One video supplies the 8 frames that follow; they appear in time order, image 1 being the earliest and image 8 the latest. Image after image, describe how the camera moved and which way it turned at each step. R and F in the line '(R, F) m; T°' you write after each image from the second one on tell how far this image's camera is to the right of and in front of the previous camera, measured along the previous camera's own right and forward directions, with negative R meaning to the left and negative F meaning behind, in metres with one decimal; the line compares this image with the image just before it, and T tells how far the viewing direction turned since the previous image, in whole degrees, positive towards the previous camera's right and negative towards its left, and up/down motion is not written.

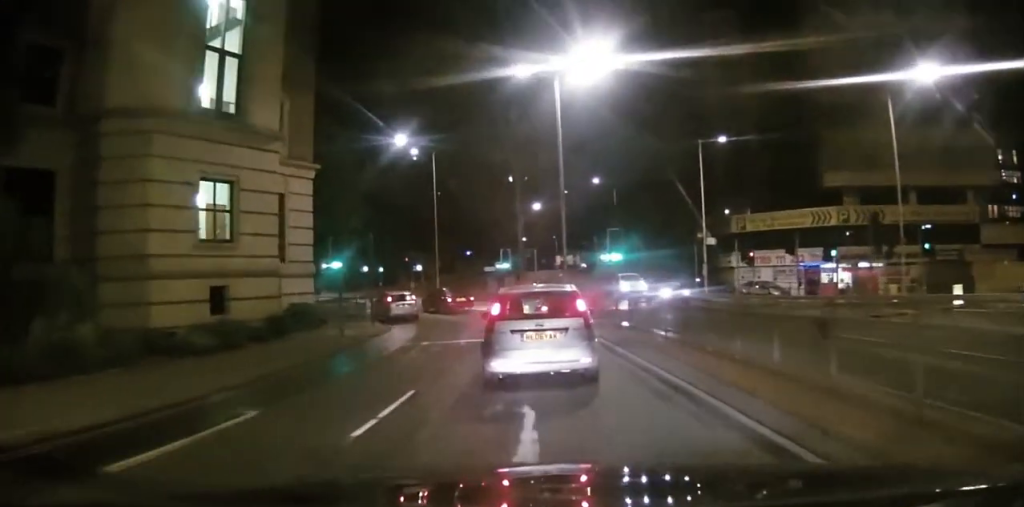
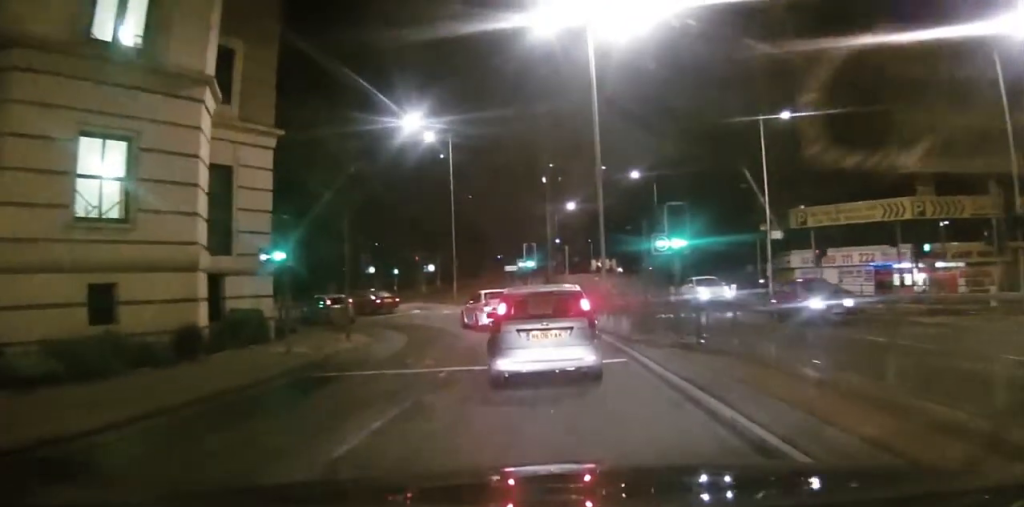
(+0.2, +7.3) m; +5°
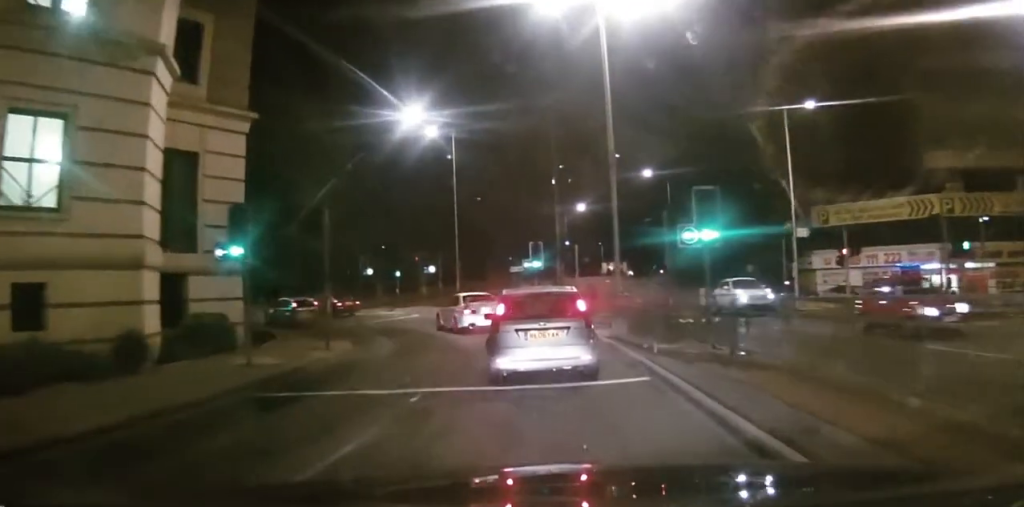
(0.0, +2.6) m; +2°
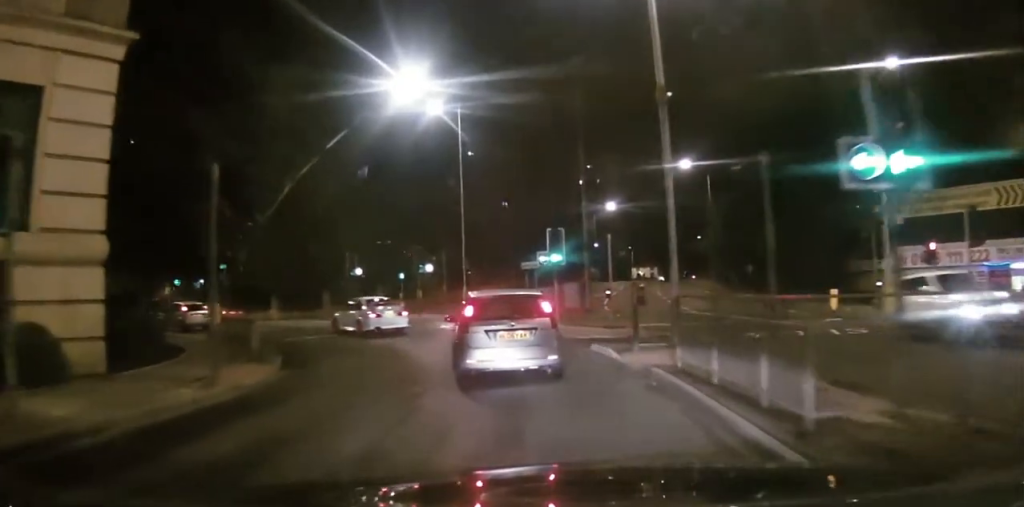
(+0.3, +7.1) m; +8°
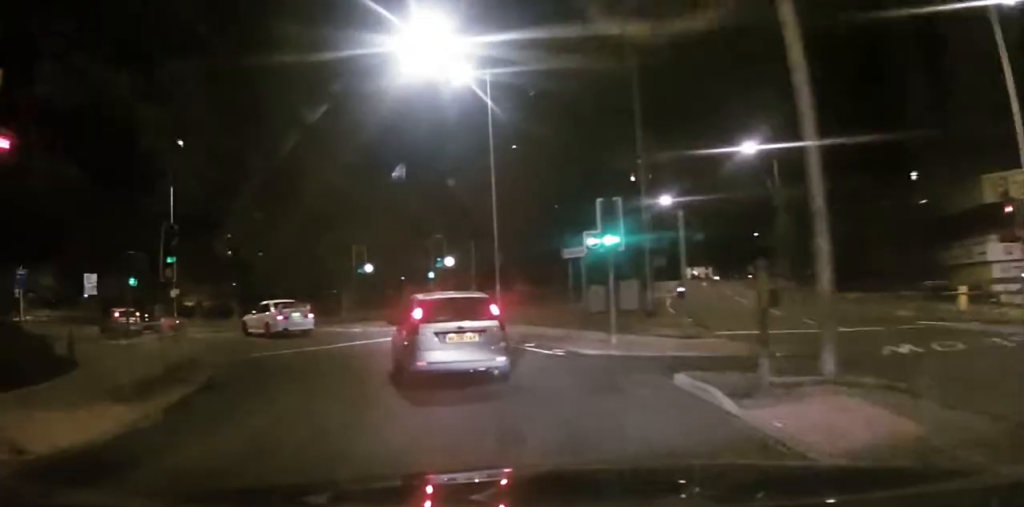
(+0.5, +6.3) m; +8°
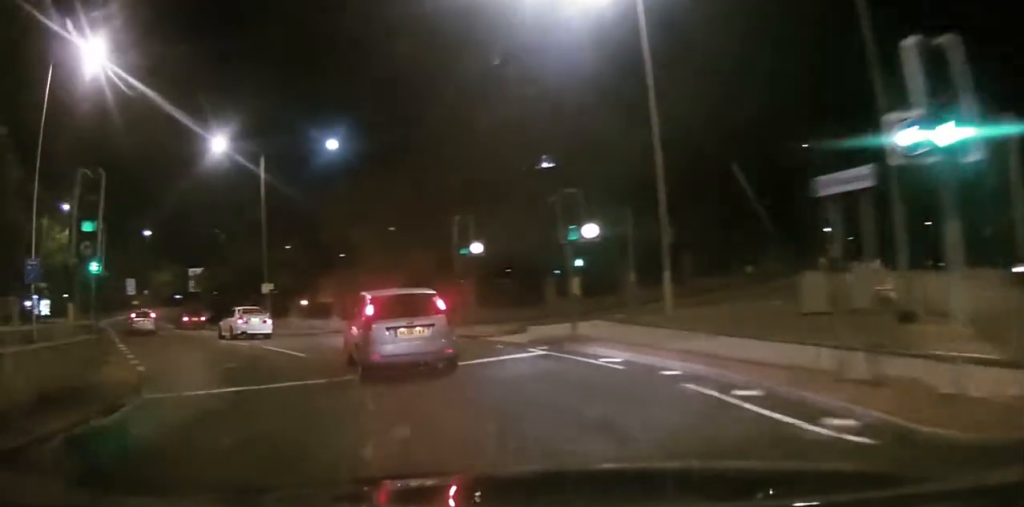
(+0.9, +9.2) m; +15°
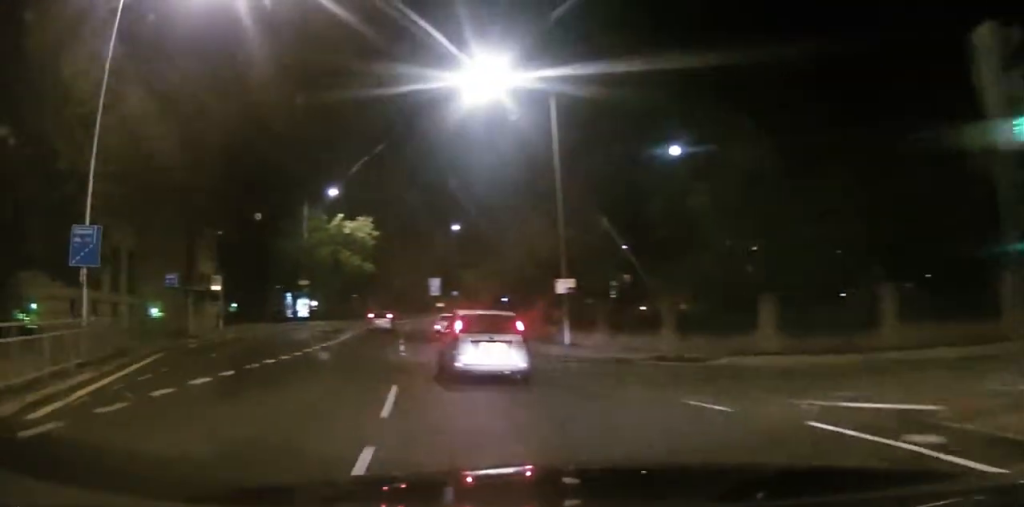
(+3.7, +14.1) m; +22°
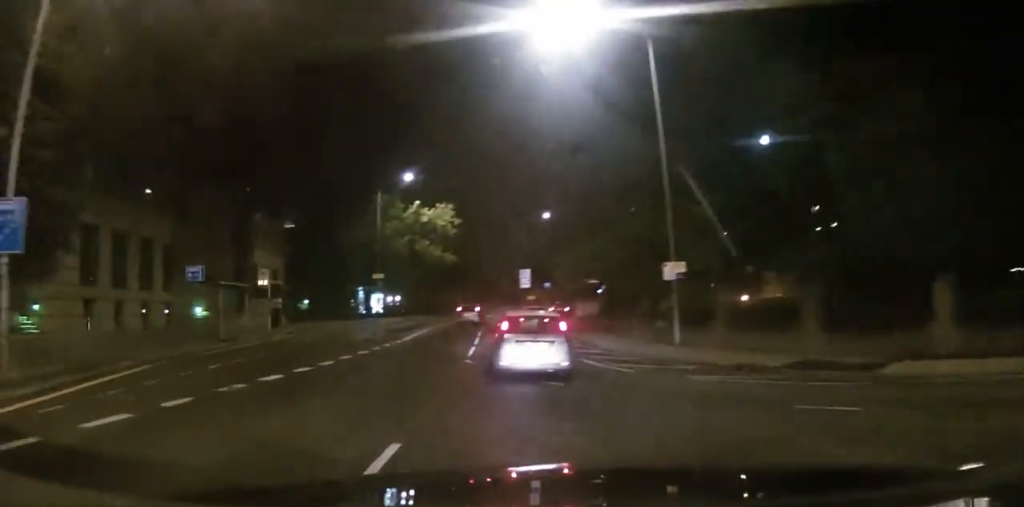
(+0.2, +5.8) m; +4°
